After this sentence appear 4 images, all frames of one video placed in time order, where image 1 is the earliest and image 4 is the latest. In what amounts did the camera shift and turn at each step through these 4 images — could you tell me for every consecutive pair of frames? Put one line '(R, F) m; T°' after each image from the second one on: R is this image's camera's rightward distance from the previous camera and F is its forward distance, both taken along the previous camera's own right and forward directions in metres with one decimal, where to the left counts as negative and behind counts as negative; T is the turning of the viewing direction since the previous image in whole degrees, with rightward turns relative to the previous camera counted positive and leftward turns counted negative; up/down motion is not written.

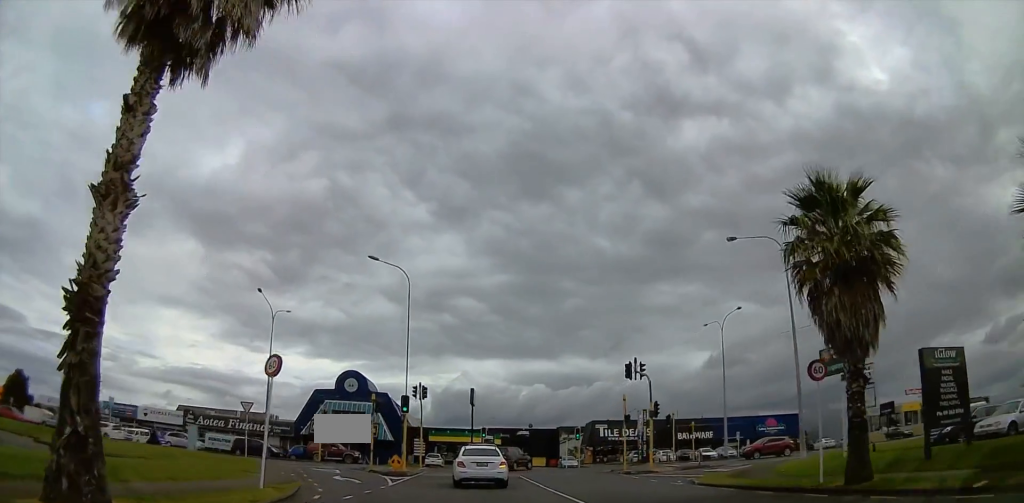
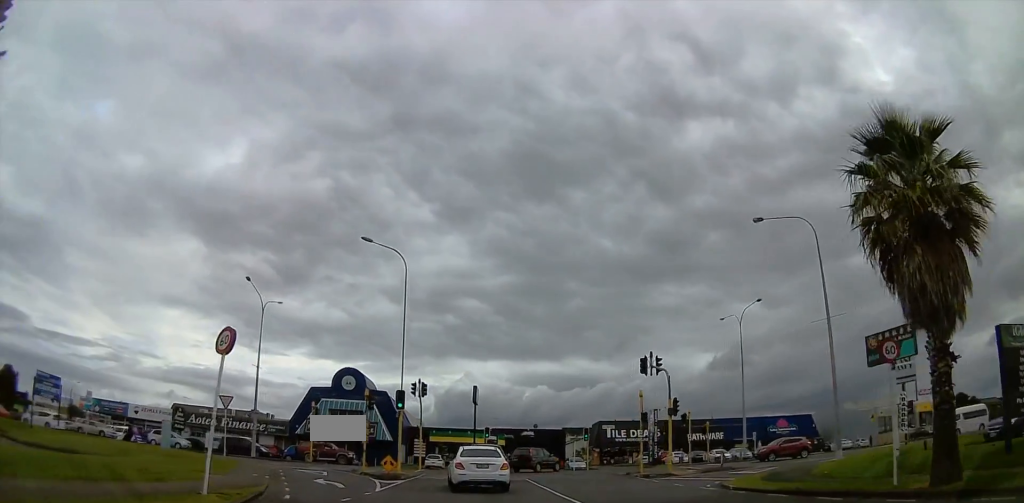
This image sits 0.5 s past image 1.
(+0.1, +4.1) m; +1°
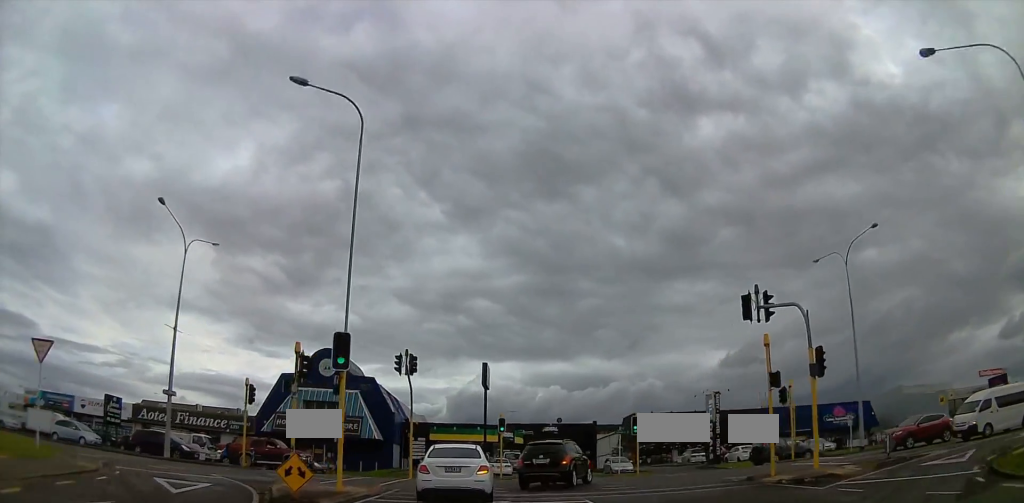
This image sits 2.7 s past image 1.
(+0.2, +17.6) m; -4°
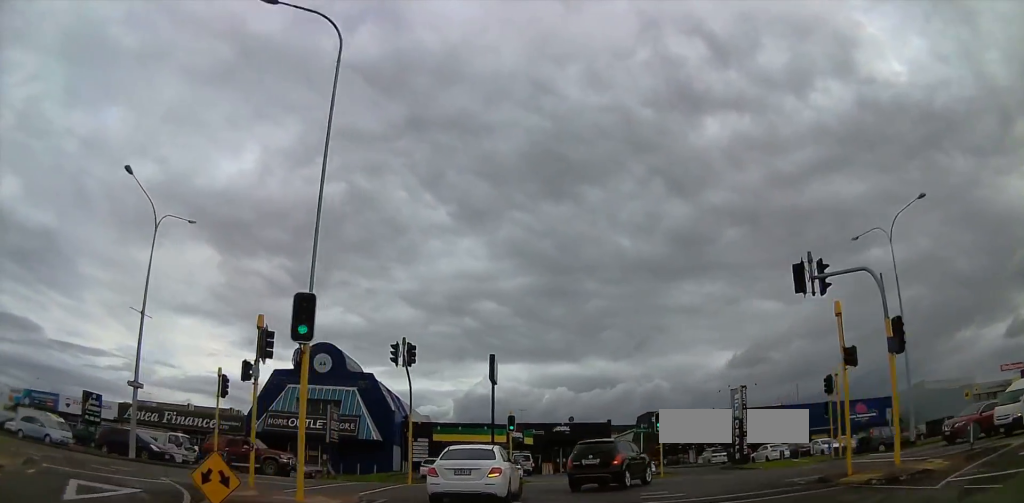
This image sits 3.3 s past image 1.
(-0.3, +4.4) m; -3°
